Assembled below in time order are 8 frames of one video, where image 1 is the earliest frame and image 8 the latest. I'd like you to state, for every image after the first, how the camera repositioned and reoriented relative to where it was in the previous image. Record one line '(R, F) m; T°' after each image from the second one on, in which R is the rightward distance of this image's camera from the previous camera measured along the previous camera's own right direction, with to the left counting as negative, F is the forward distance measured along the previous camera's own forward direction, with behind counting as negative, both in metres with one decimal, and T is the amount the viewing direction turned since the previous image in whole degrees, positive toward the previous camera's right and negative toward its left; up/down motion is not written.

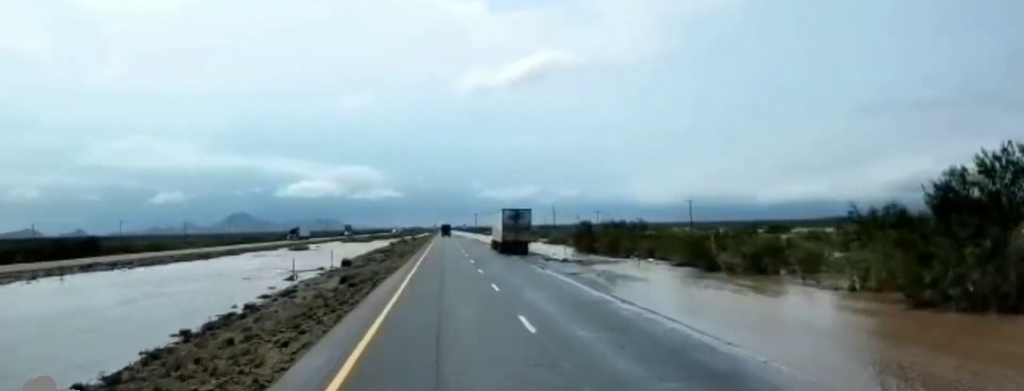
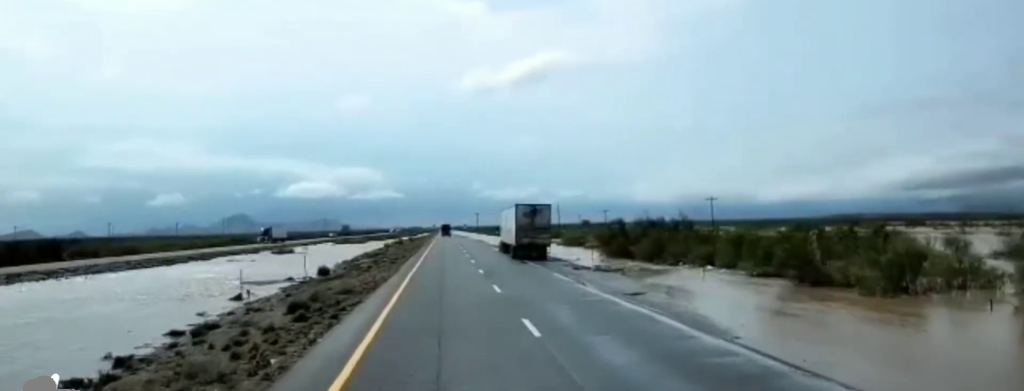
(-0.1, +12.9) m; 0°
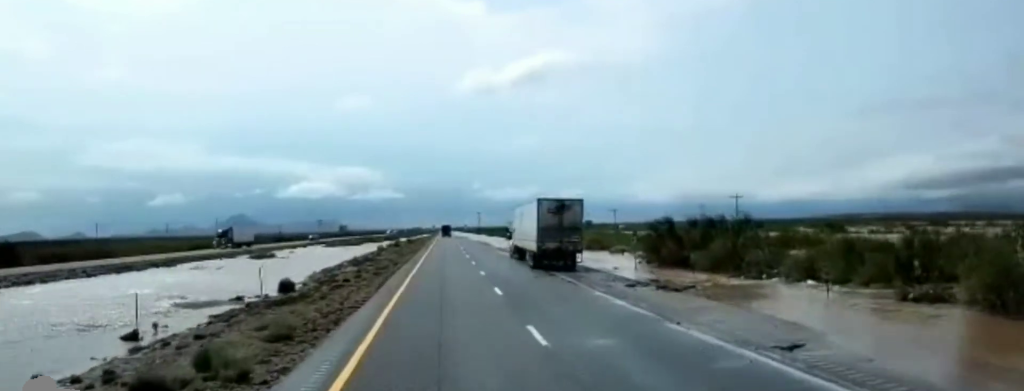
(+0.5, +13.1) m; 0°
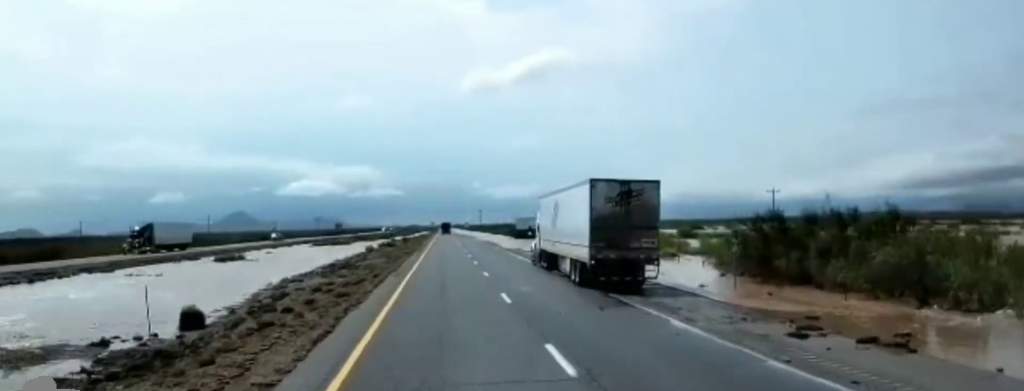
(-0.5, +16.5) m; -1°
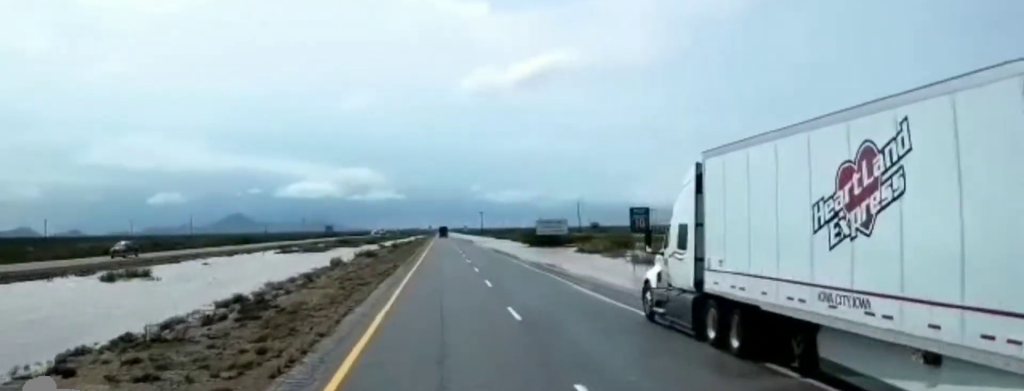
(+0.3, +28.0) m; +1°
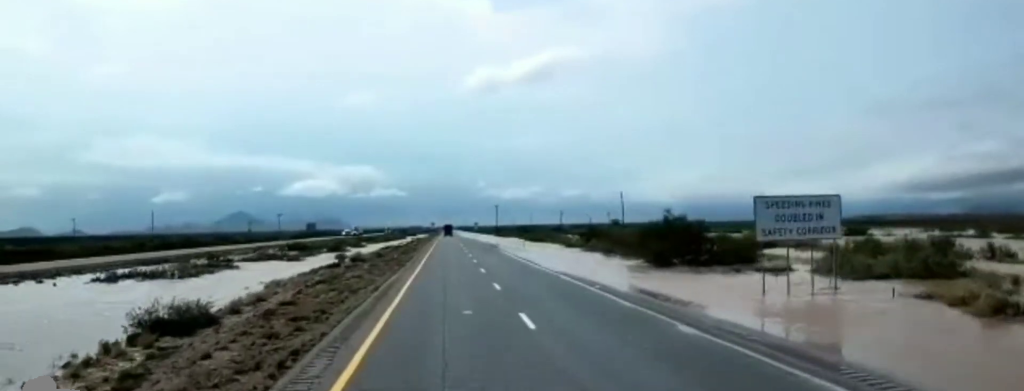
(-0.5, +66.9) m; 0°
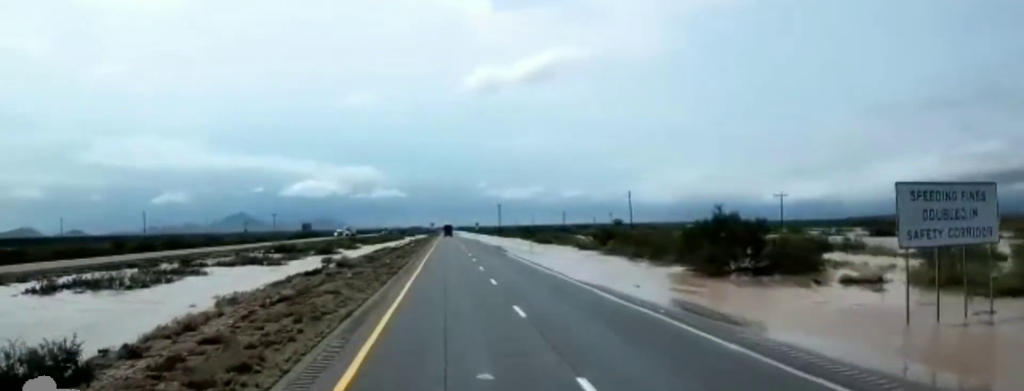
(-0.1, +10.1) m; +1°
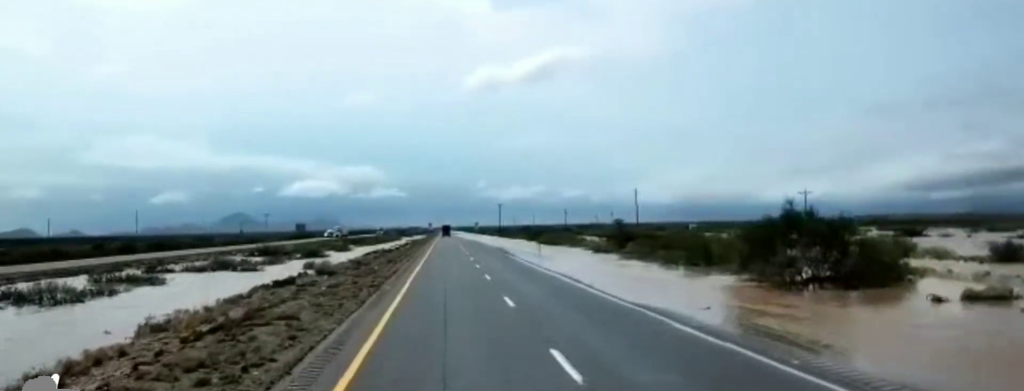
(+0.2, +9.3) m; 0°
